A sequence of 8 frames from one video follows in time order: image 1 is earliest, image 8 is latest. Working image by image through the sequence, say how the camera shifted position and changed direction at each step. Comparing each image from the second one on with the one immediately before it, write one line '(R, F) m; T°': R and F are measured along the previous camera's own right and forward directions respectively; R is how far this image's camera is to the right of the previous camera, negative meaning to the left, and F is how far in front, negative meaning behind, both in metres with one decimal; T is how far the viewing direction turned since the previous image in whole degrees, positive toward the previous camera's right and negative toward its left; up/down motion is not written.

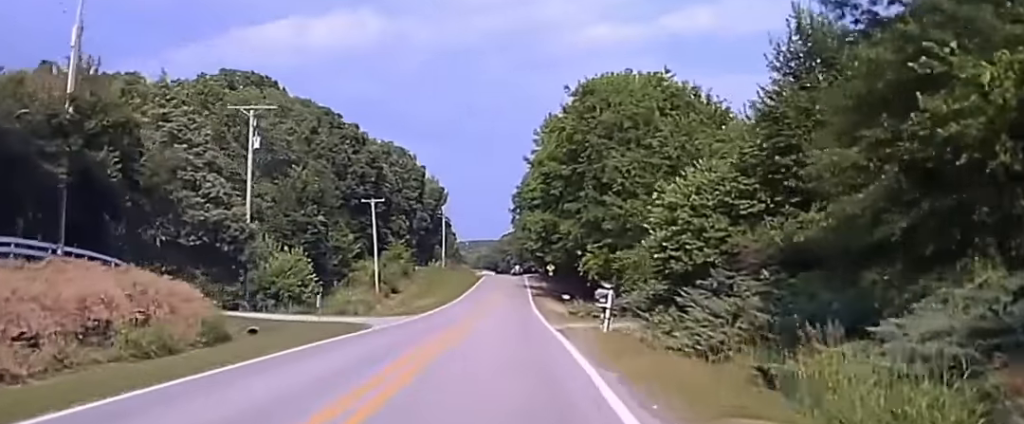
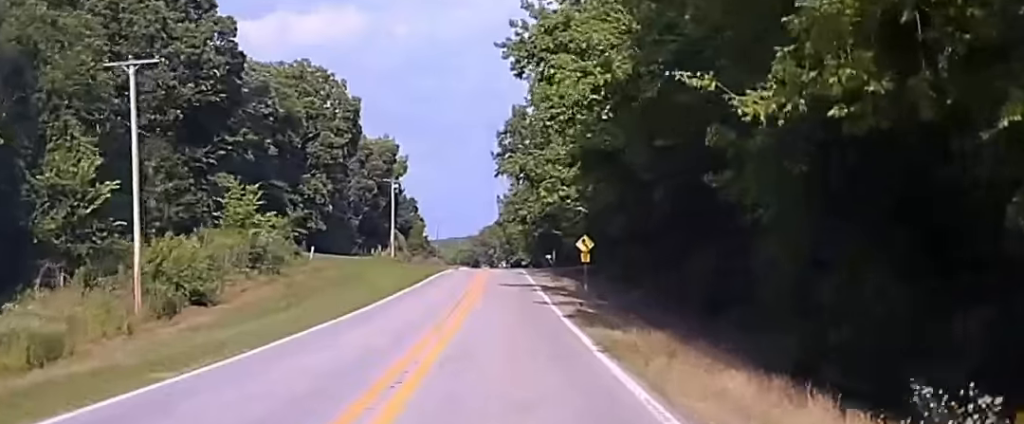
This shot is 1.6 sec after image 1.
(+0.7, +71.8) m; 0°
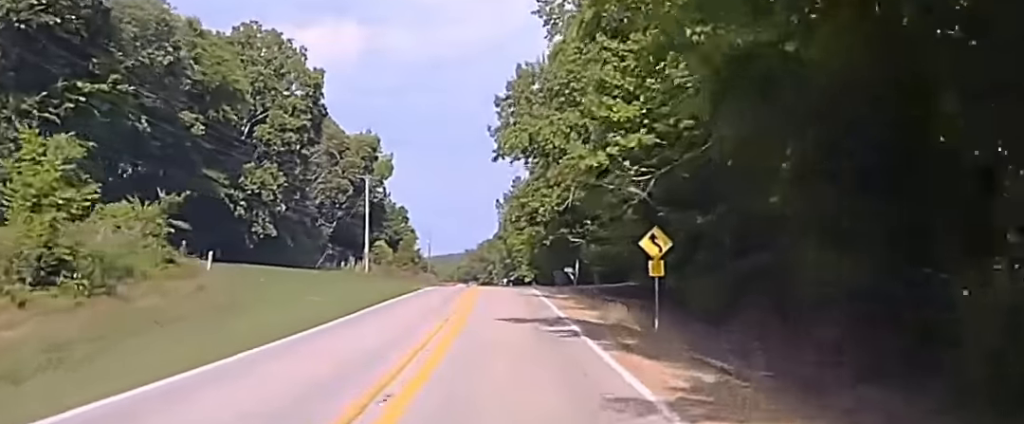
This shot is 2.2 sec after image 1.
(-0.1, +22.9) m; 0°
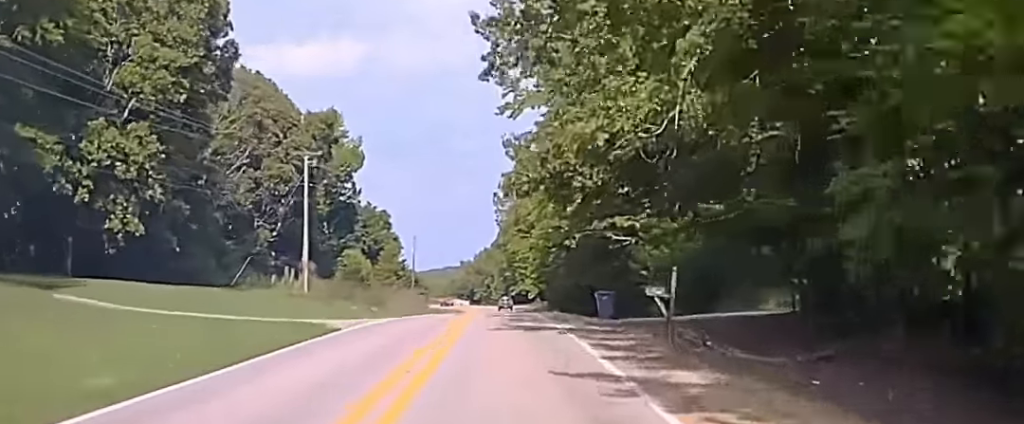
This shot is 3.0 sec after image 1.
(0.0, +29.3) m; 0°
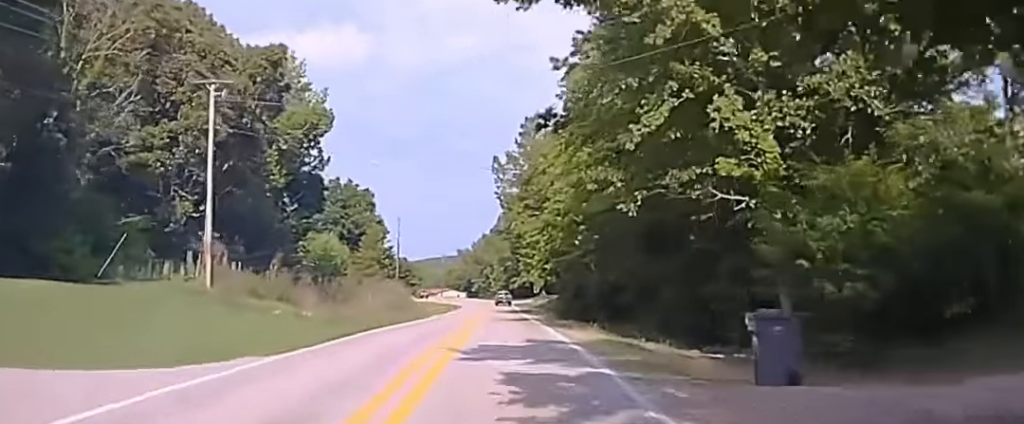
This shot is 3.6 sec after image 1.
(-0.1, +24.8) m; +1°
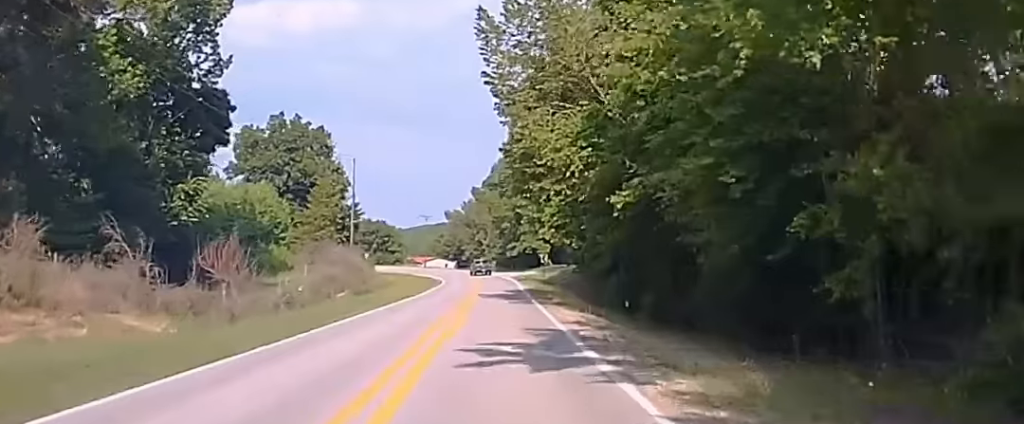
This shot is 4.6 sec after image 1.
(+0.5, +36.6) m; 0°
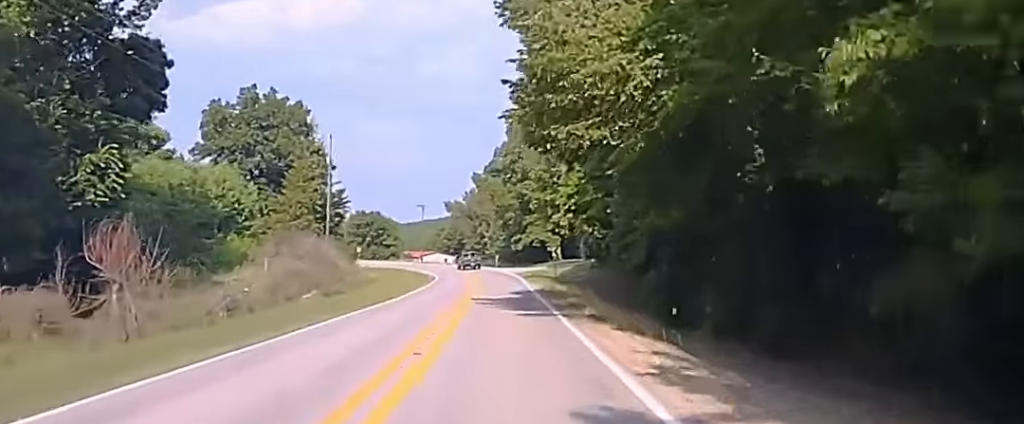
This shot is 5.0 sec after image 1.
(-0.3, +16.7) m; 0°
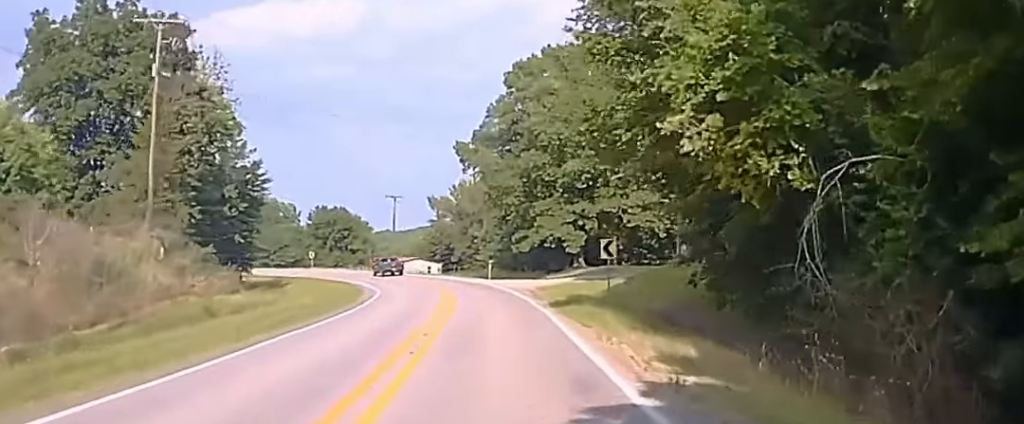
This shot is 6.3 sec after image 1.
(-0.5, +48.3) m; -2°
